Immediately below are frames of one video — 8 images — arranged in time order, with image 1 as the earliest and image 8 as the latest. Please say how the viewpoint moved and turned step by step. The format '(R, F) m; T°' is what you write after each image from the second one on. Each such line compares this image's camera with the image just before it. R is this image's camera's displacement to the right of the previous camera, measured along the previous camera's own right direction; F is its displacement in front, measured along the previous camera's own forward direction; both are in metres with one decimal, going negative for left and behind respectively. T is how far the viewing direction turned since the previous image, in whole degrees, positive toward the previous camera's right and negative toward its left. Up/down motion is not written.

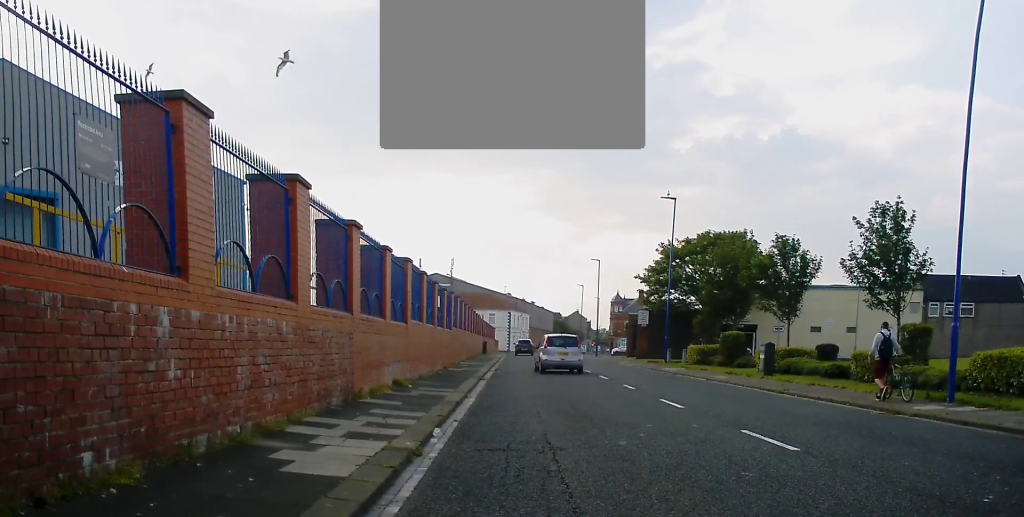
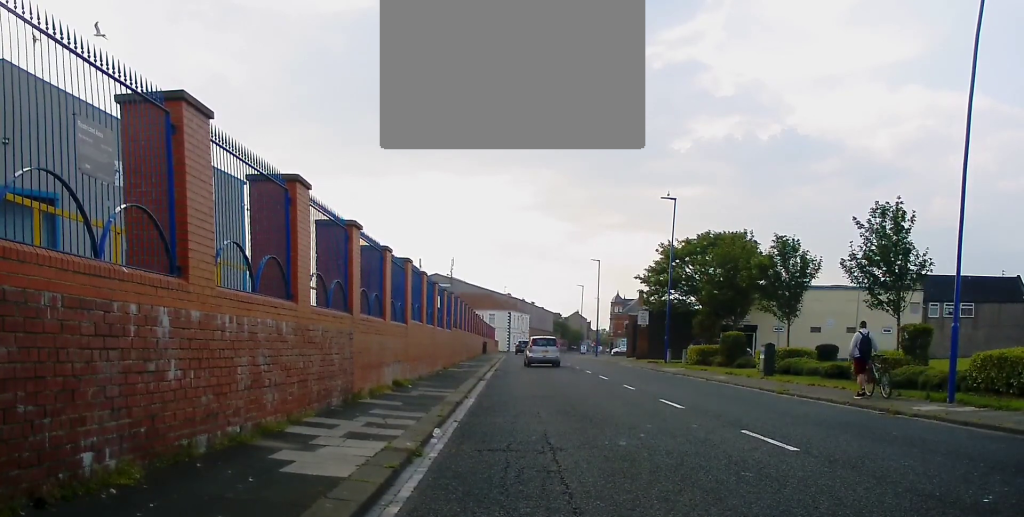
(0.0, 0.0) m; 0°
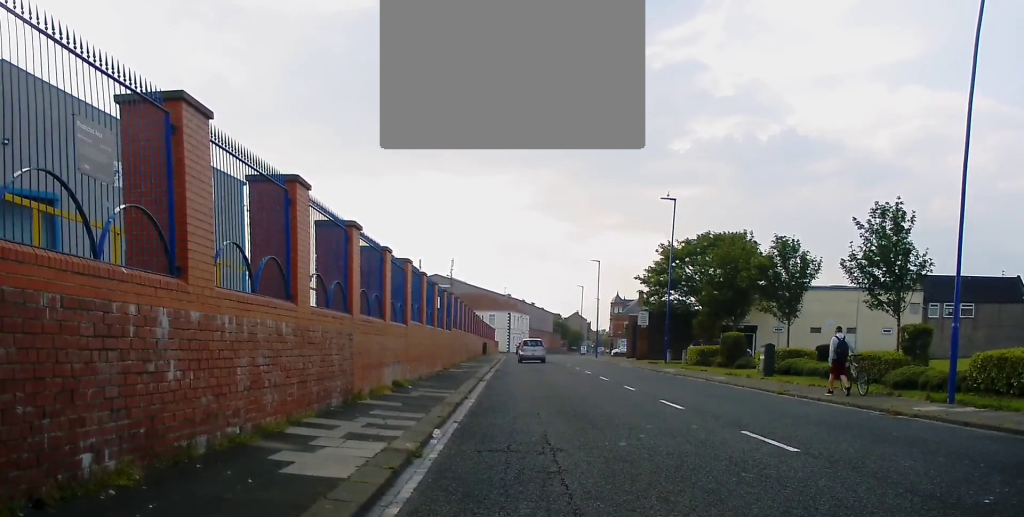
(0.0, 0.0) m; 0°
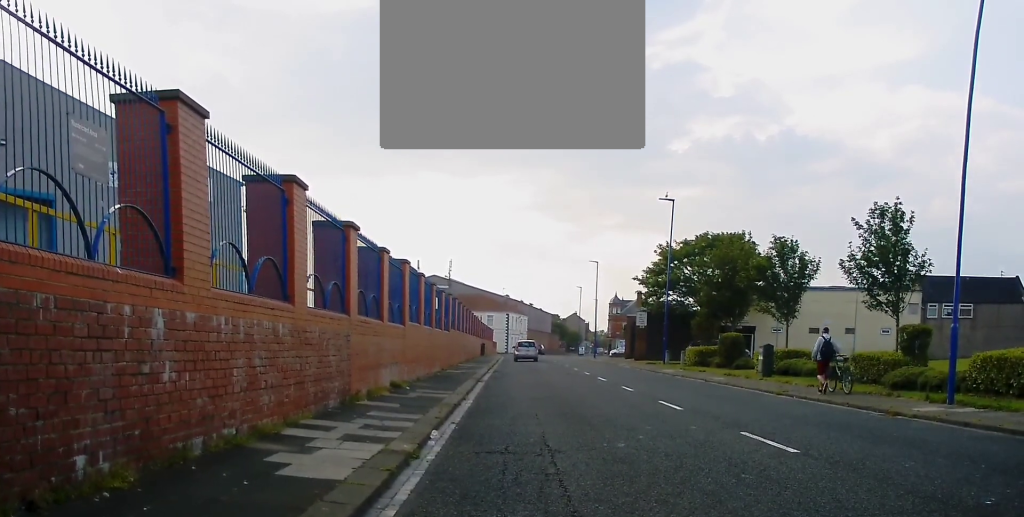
(0.0, 0.0) m; 0°
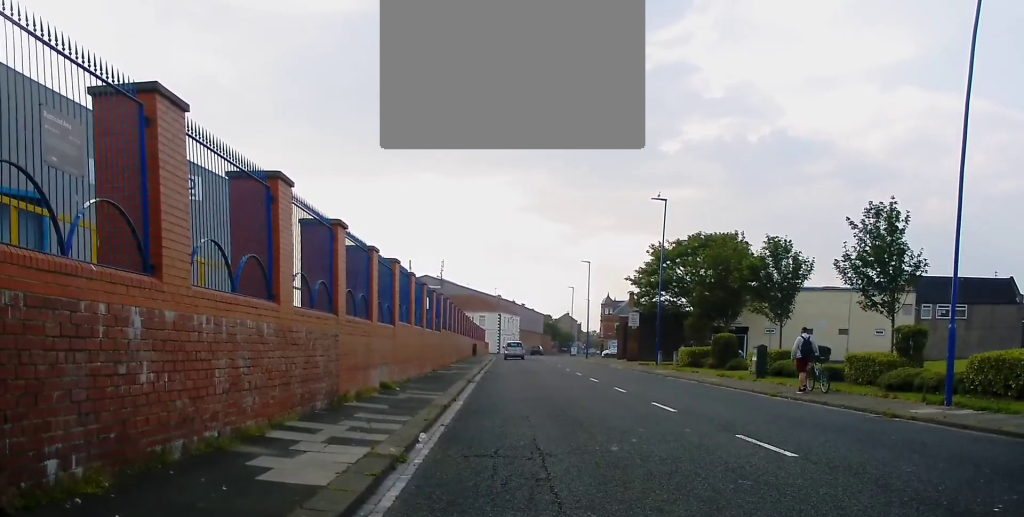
(-0.1, +0.1) m; 0°
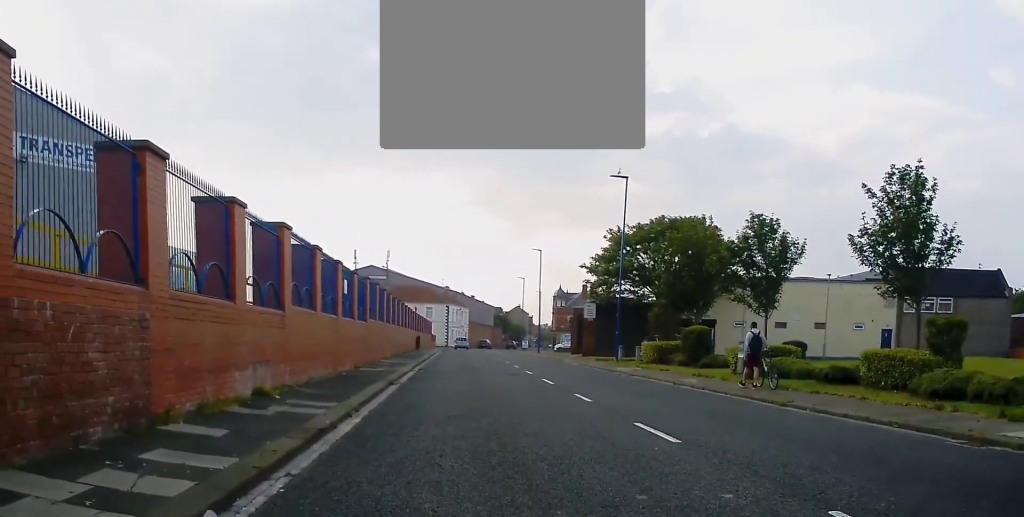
(+0.1, +3.9) m; +4°
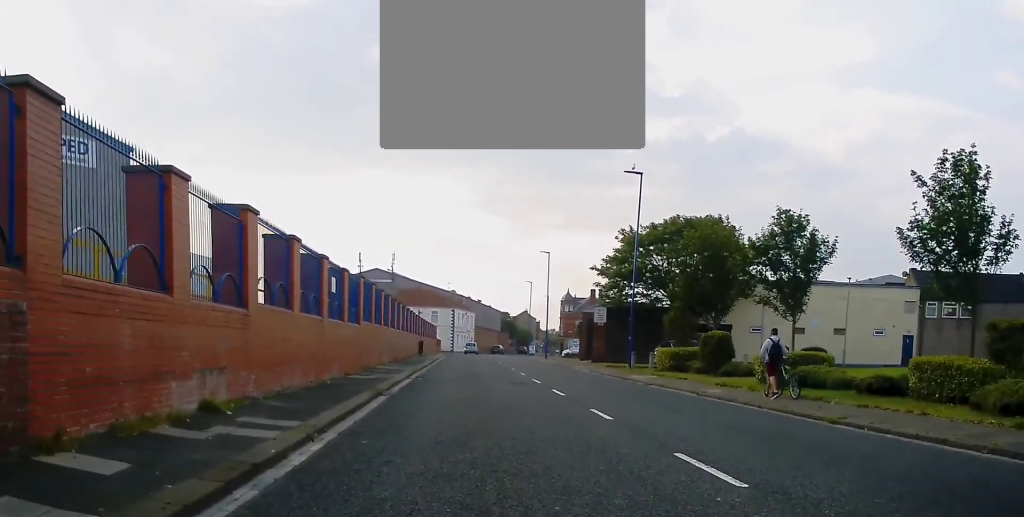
(-0.1, +2.3) m; -3°
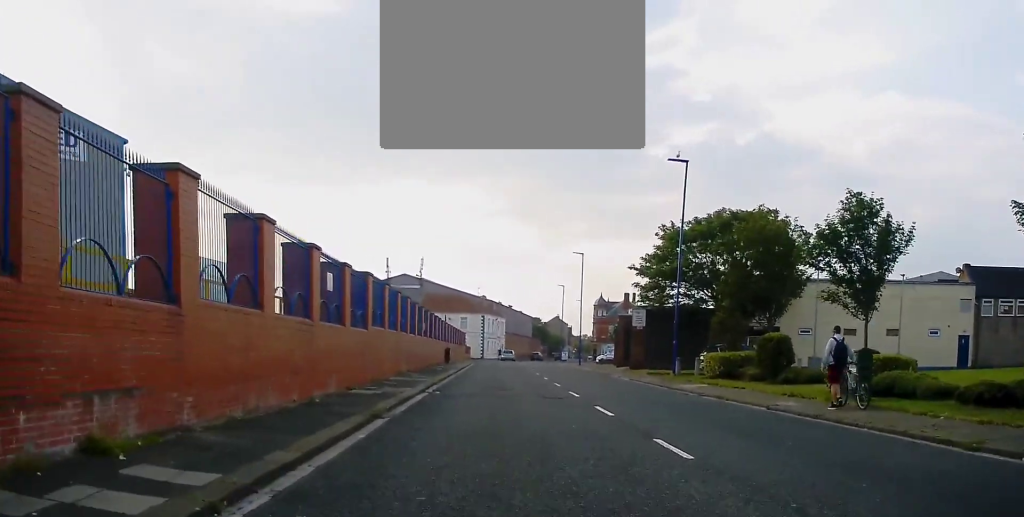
(0.0, +3.8) m; -3°
